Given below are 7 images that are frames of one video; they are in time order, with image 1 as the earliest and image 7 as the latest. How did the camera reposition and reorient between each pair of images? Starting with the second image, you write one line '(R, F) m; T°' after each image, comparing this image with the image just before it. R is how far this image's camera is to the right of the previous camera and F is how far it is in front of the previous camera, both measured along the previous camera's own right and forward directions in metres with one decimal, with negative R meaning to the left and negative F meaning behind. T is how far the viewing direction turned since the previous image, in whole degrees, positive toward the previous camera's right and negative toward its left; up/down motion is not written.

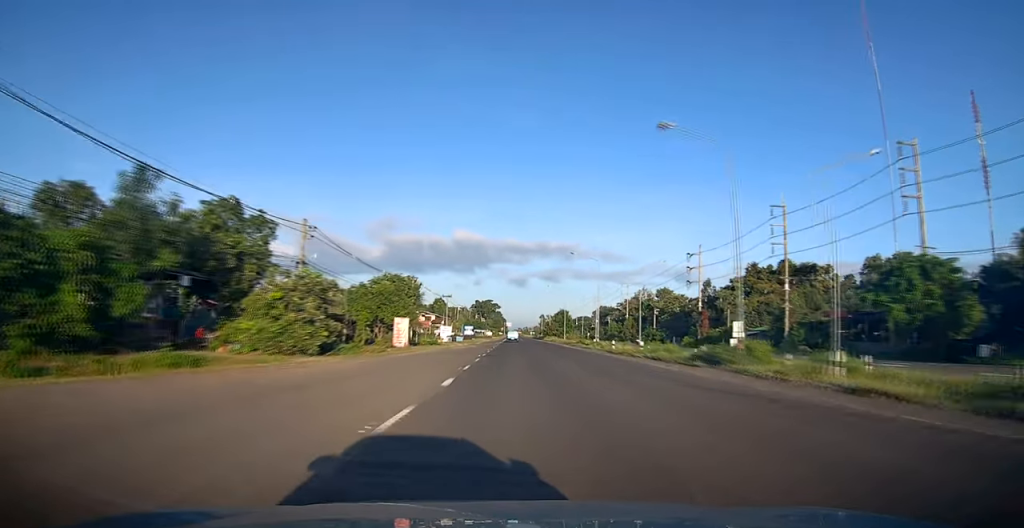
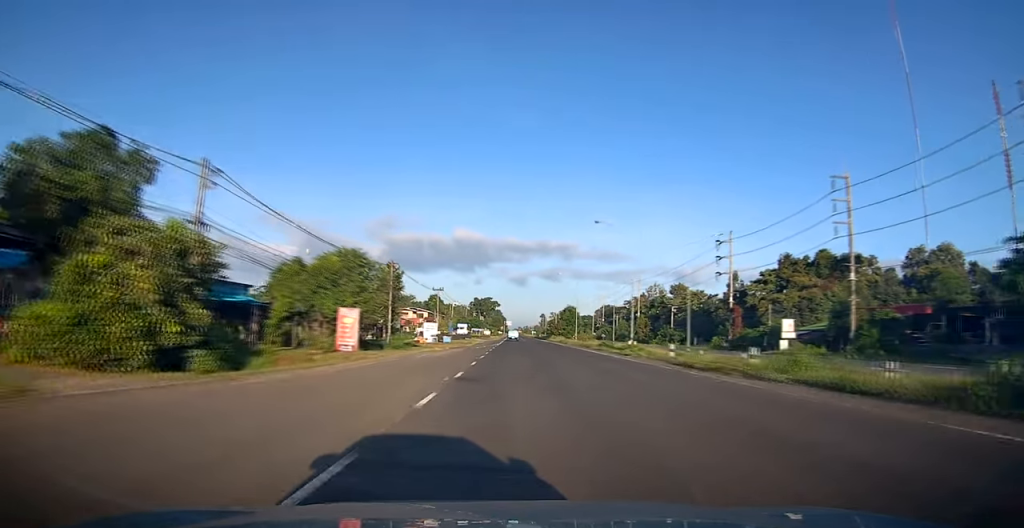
(+0.1, +15.5) m; 0°
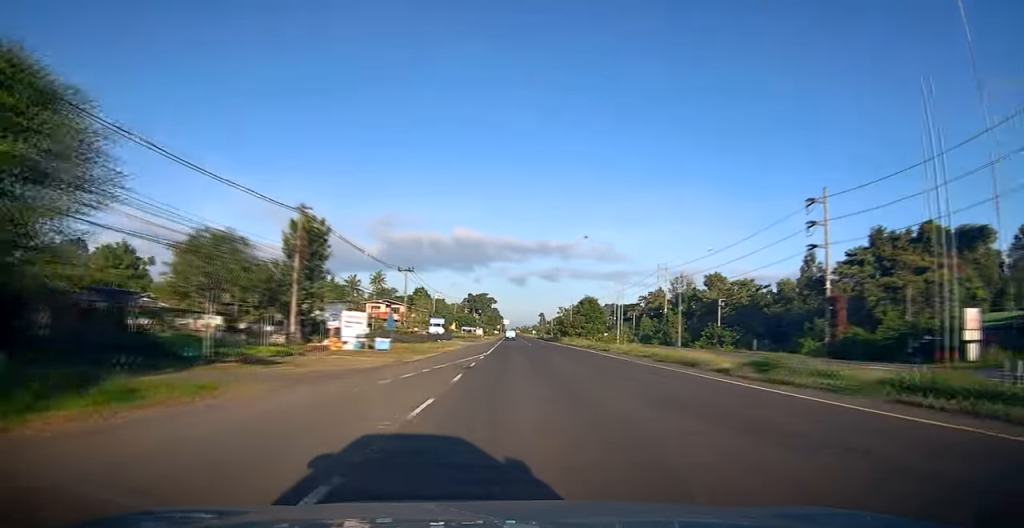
(+0.1, +30.7) m; 0°
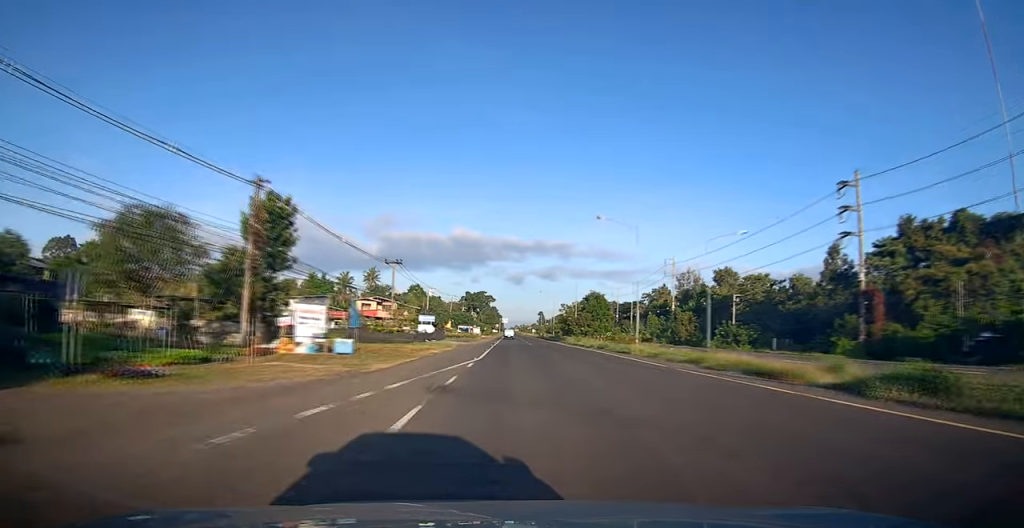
(-0.1, +7.2) m; 0°
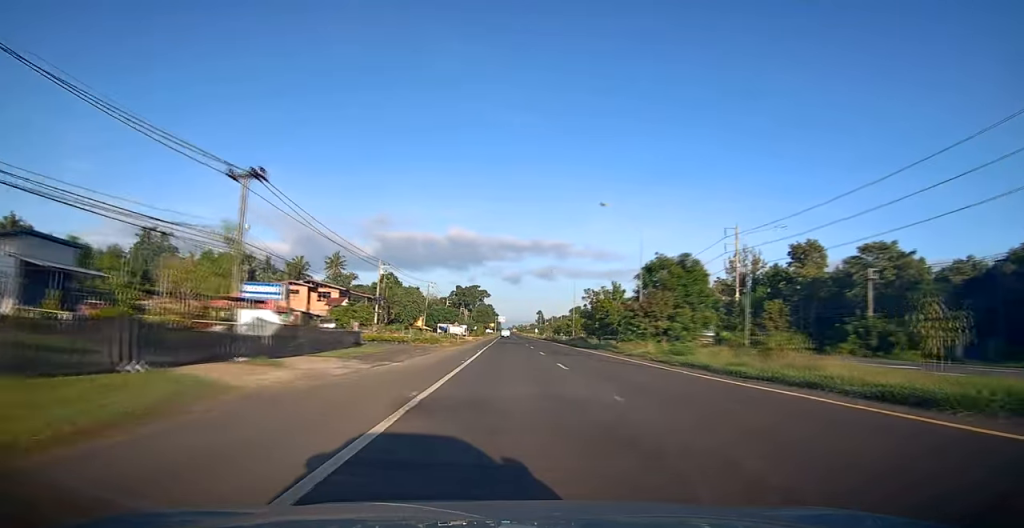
(-0.3, +37.8) m; 0°
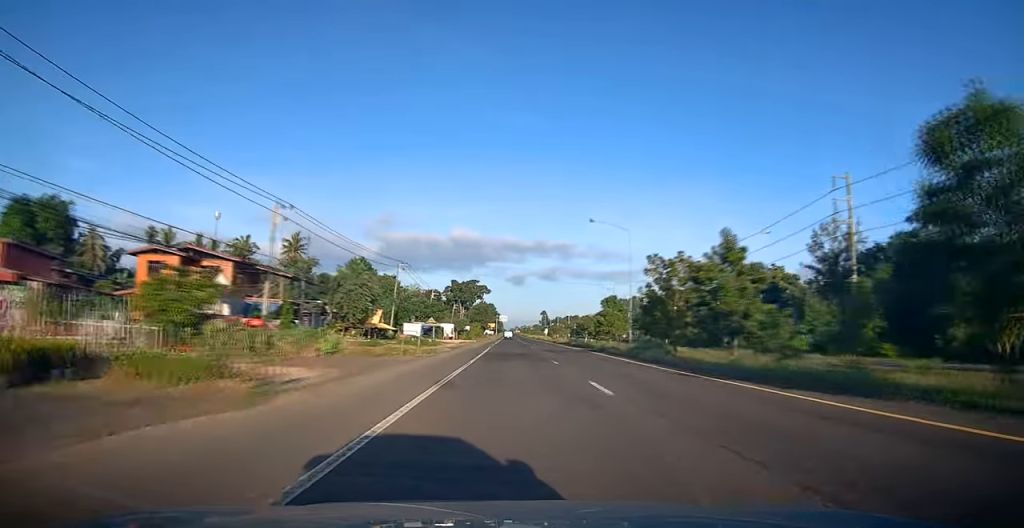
(+0.2, +32.0) m; 0°
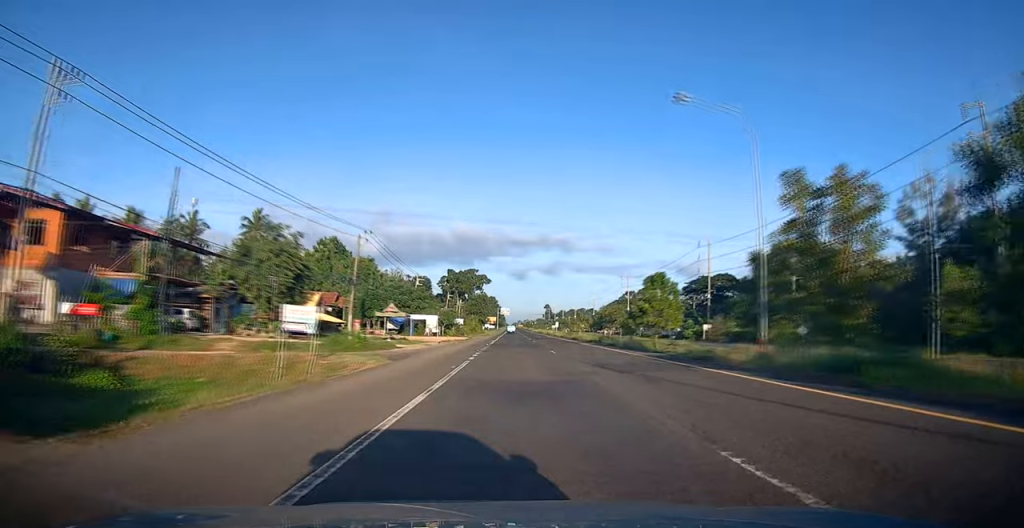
(+0.3, +21.0) m; 0°
